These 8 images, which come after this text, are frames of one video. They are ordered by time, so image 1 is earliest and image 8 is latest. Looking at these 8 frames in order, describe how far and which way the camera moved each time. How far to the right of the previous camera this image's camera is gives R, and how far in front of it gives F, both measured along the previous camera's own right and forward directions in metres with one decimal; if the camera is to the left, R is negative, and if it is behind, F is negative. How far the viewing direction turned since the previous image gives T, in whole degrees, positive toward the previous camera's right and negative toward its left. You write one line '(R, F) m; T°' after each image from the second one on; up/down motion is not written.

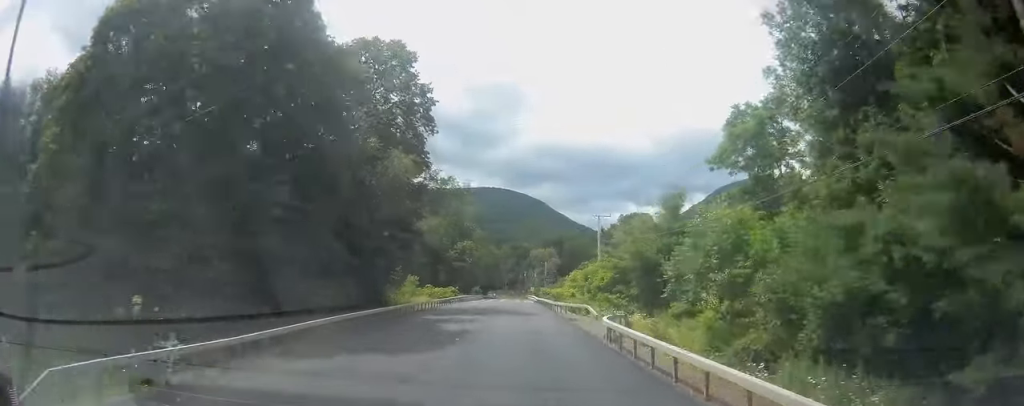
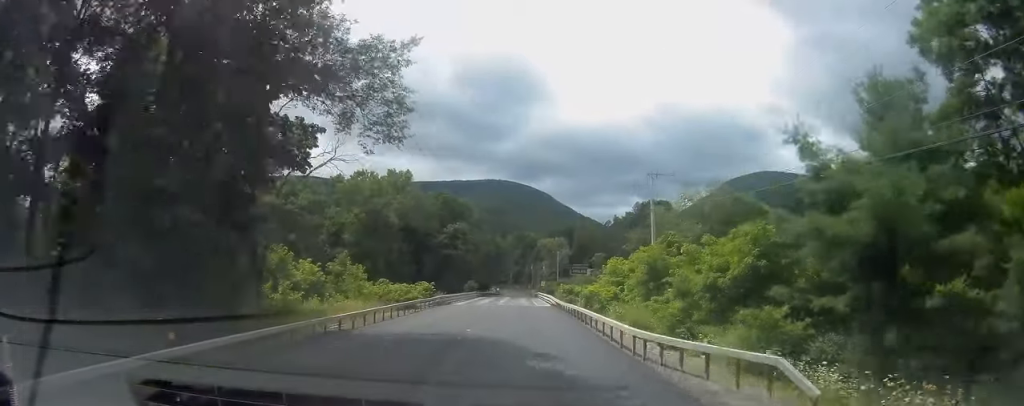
(0.0, +26.6) m; 0°
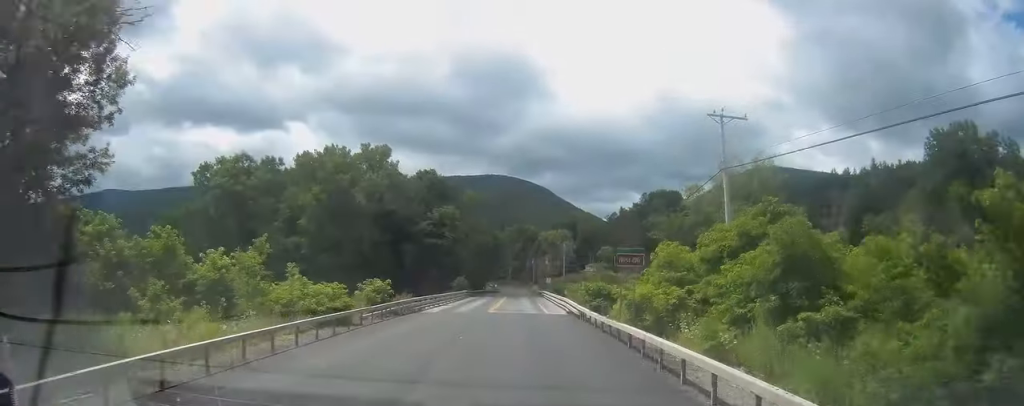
(-0.3, +17.4) m; 0°
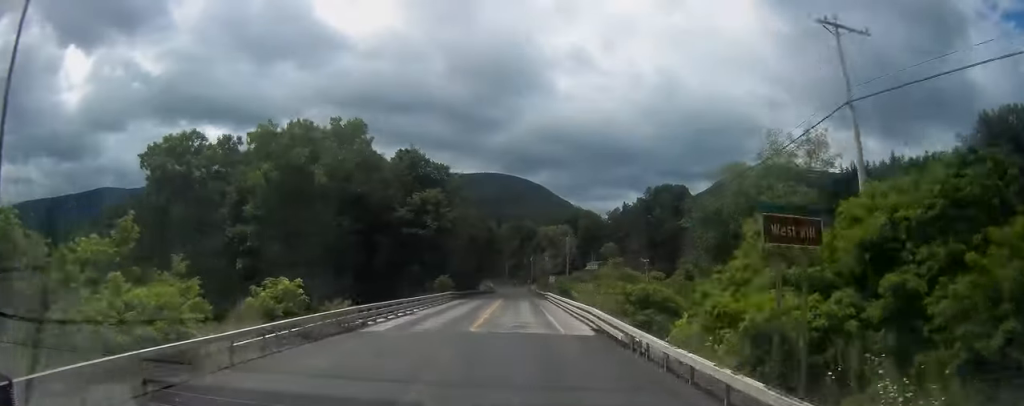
(+0.4, +13.3) m; +1°
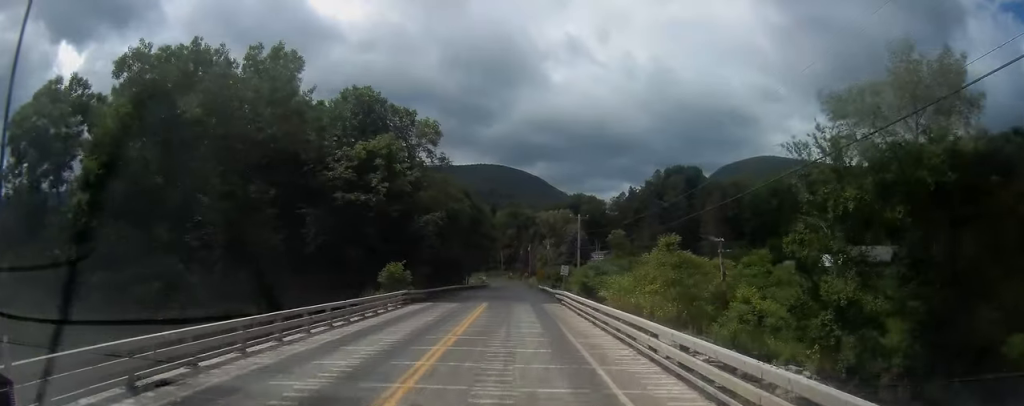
(0.0, +22.5) m; -1°
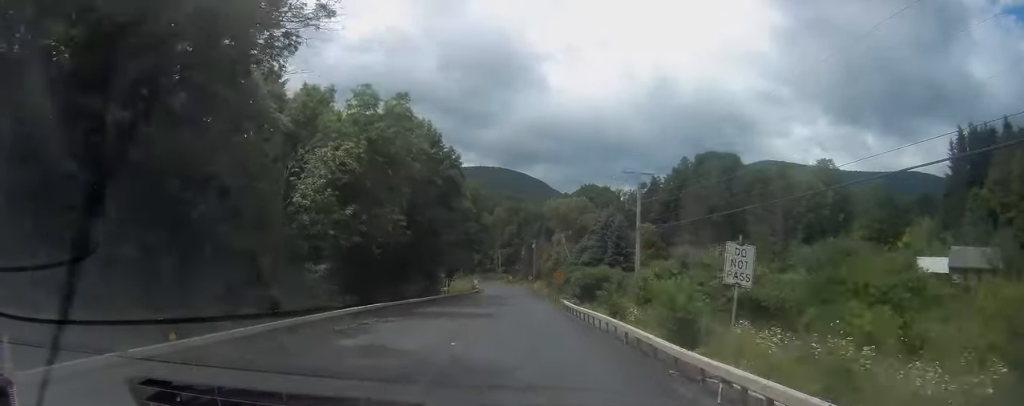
(-0.4, +35.7) m; 0°
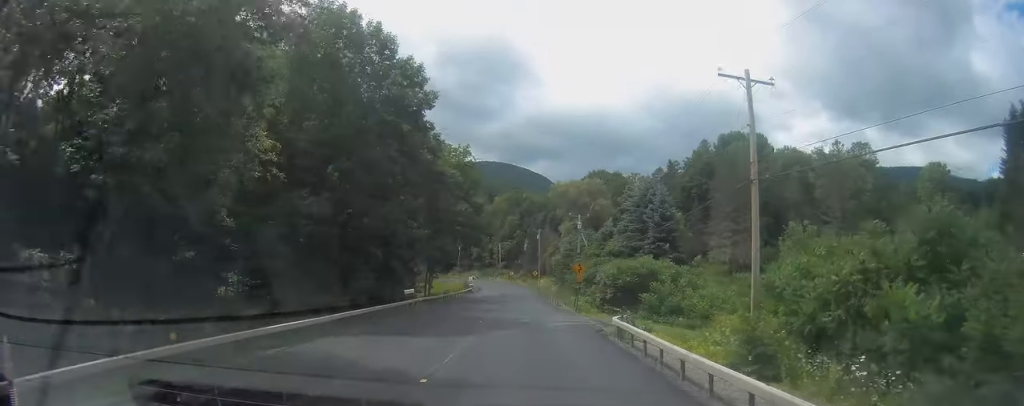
(+0.2, +19.8) m; +1°
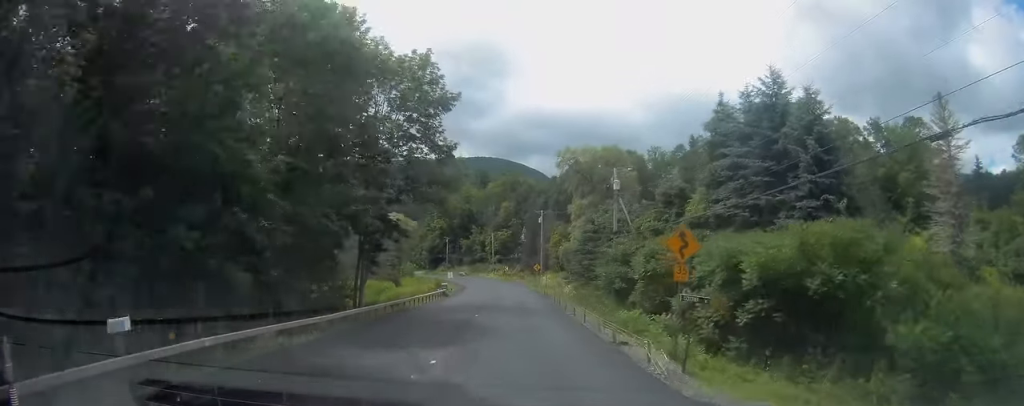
(0.0, +27.1) m; 0°
